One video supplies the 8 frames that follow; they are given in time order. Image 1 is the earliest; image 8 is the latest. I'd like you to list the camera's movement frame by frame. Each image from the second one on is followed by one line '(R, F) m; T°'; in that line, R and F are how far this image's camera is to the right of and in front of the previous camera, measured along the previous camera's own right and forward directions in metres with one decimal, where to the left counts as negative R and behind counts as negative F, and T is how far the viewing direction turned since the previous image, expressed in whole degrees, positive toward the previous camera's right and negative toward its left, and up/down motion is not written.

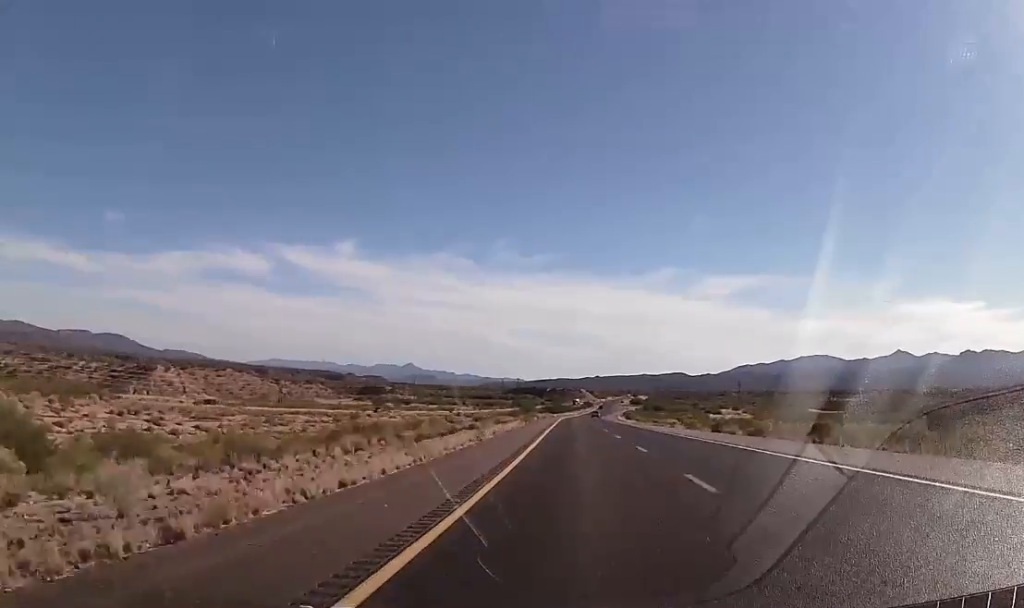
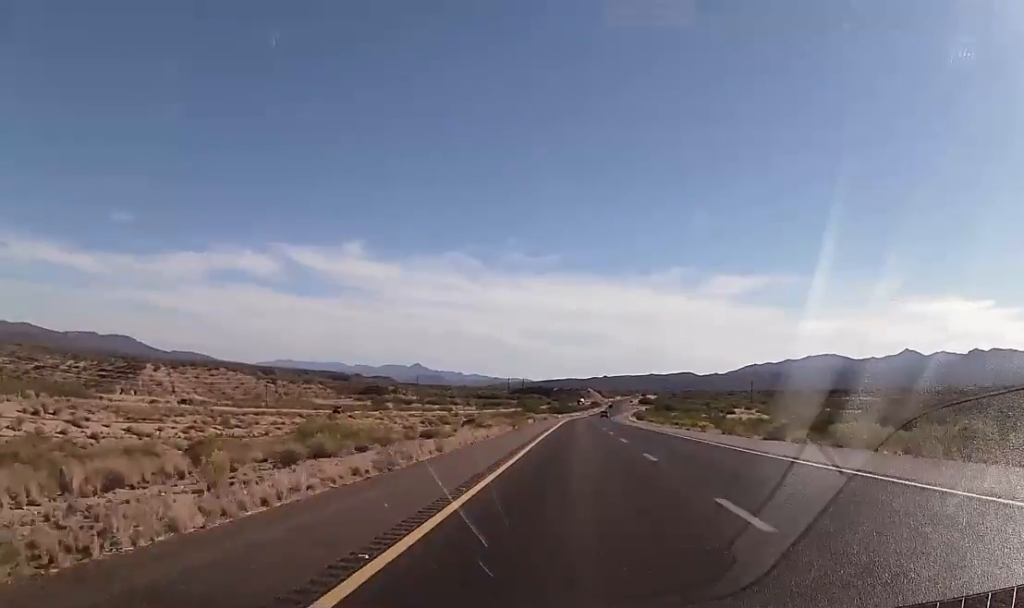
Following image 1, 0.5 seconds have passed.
(0.0, +17.7) m; 0°
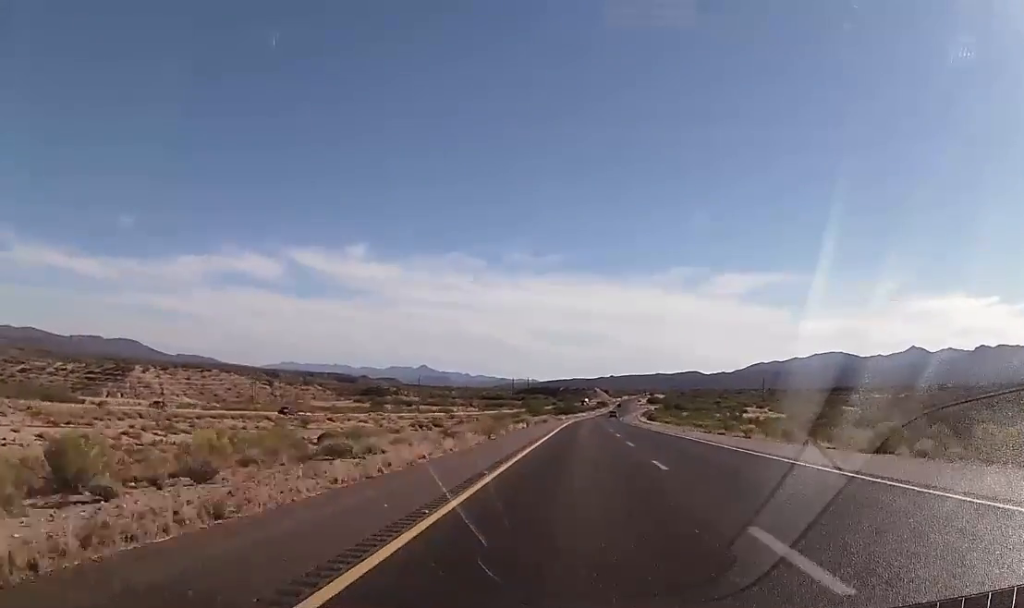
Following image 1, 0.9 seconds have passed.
(+0.1, +15.2) m; 0°
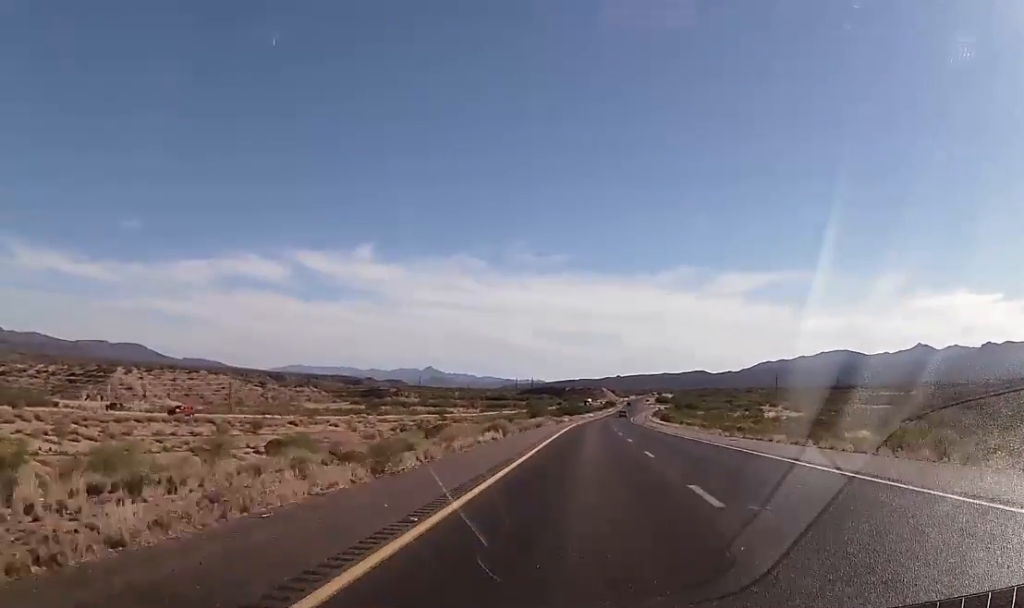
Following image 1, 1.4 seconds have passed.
(-0.2, +19.0) m; -1°
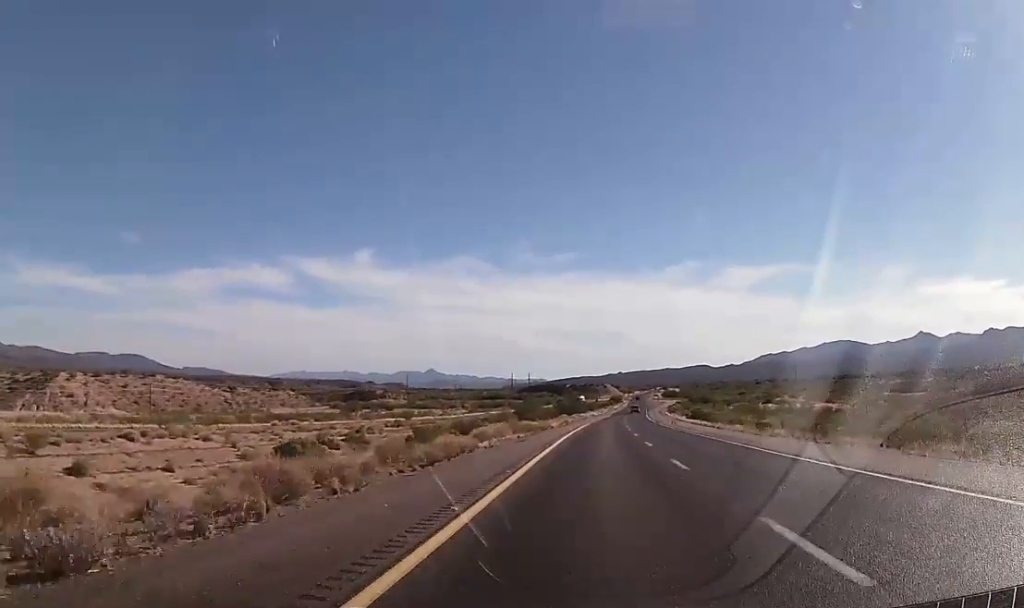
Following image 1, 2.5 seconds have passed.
(-0.6, +41.9) m; -1°
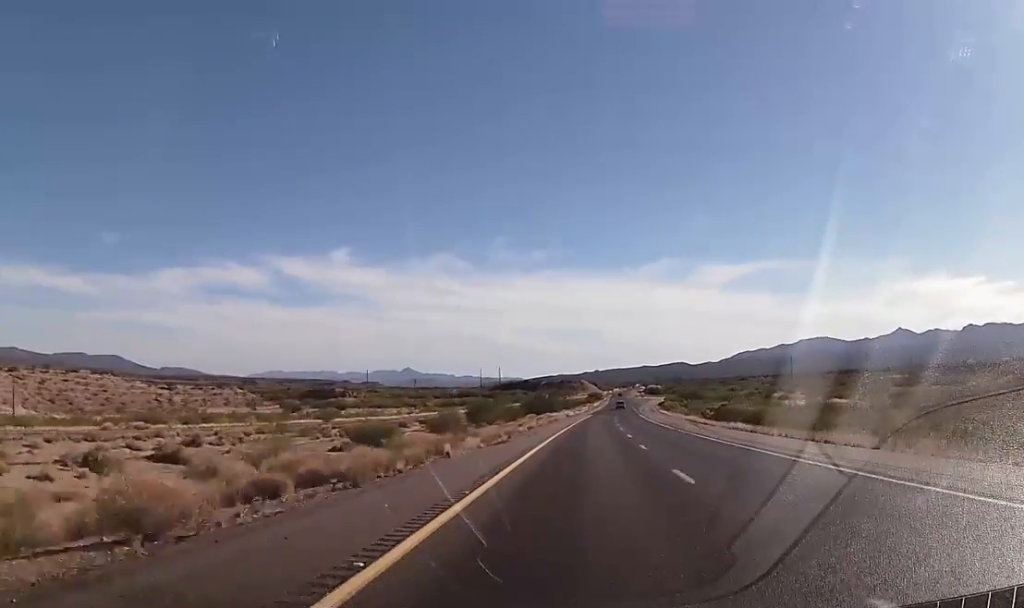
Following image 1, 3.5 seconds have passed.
(0.0, +40.4) m; 0°
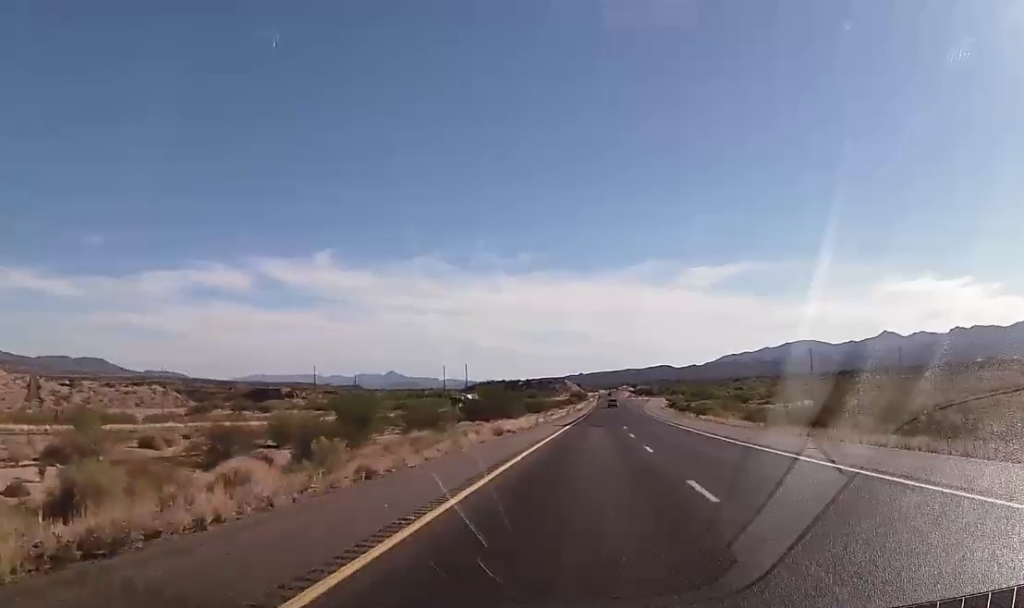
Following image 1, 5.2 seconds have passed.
(-0.1, +64.4) m; +1°
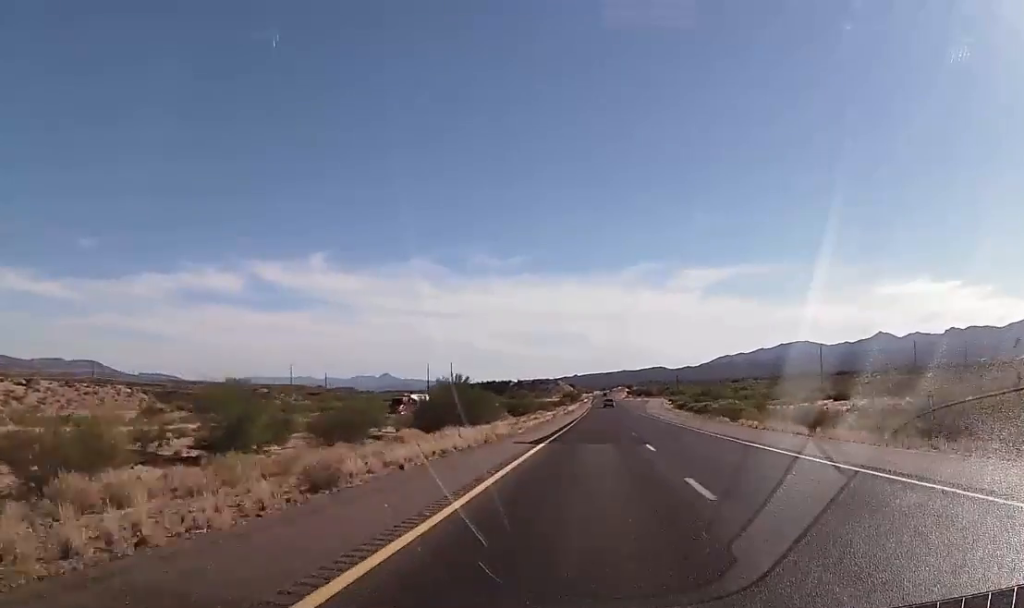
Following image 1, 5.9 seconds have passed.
(+0.1, +24.0) m; +1°
